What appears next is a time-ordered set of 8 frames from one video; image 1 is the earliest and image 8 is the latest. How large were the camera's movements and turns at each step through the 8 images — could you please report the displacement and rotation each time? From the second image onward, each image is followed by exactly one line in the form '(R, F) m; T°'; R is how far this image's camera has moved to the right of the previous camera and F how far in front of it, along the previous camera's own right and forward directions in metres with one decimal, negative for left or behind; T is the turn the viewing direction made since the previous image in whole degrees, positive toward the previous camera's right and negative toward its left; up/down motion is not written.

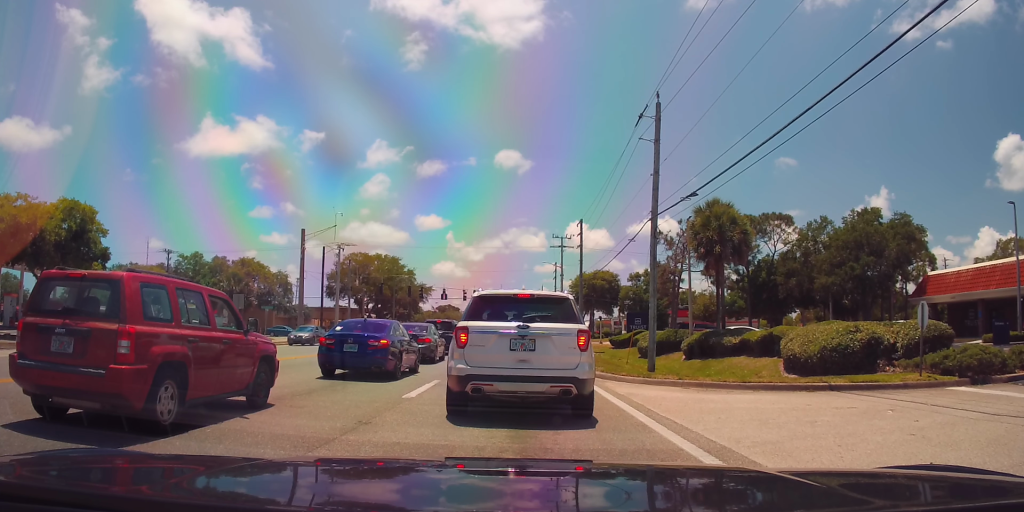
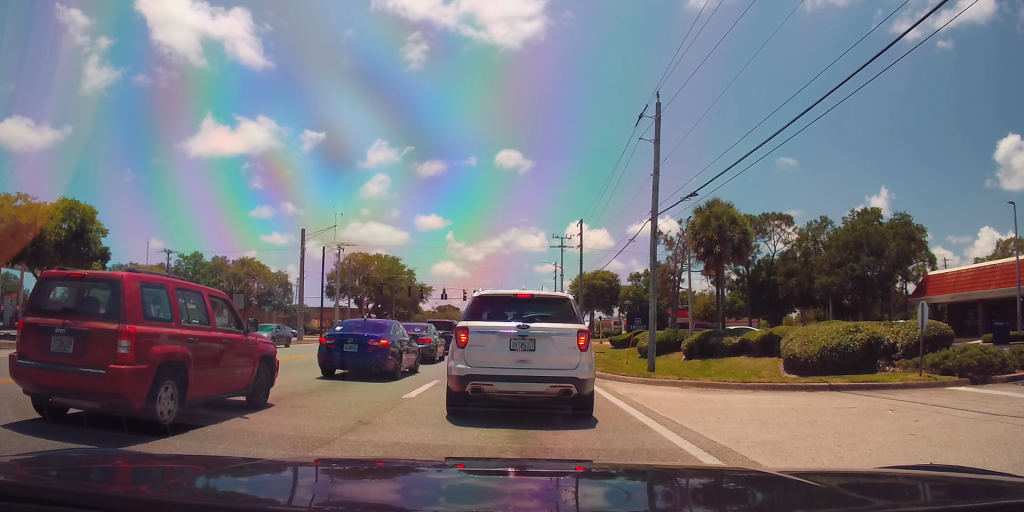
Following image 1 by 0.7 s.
(0.0, 0.0) m; 0°
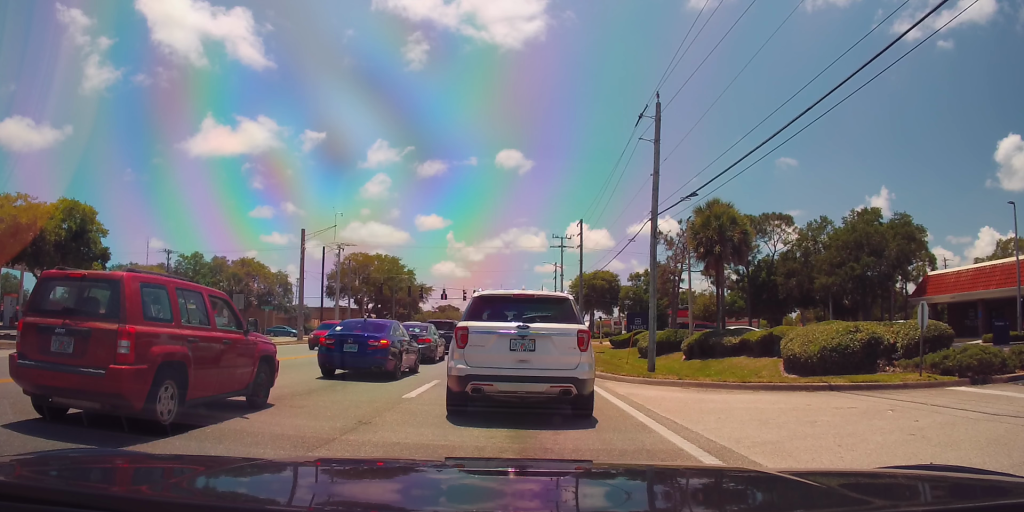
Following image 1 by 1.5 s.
(0.0, 0.0) m; 0°
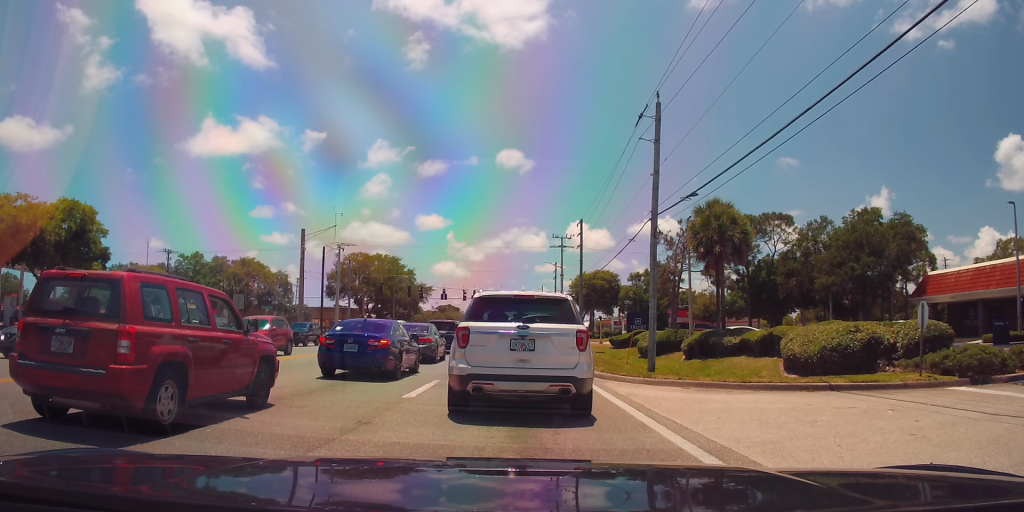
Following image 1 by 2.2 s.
(0.0, 0.0) m; 0°
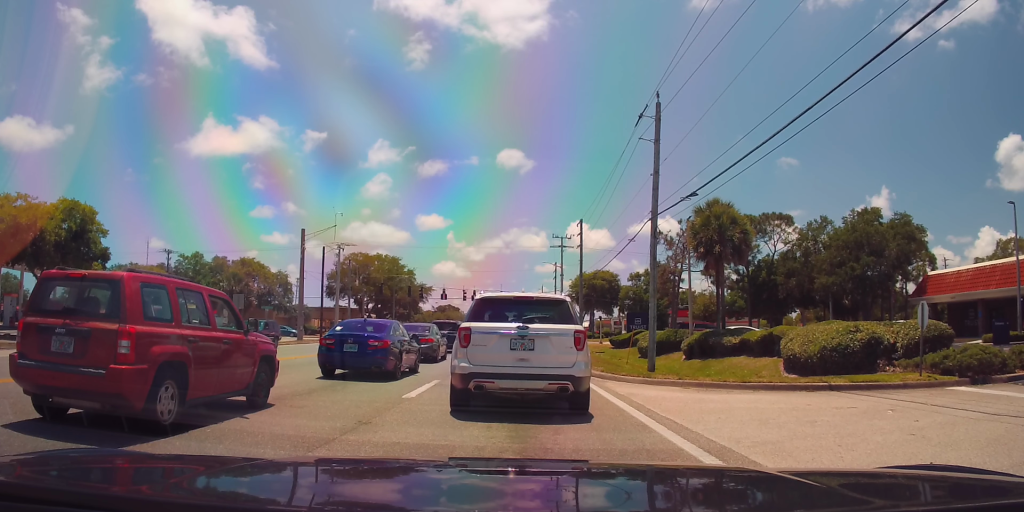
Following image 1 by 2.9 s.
(0.0, 0.0) m; 0°
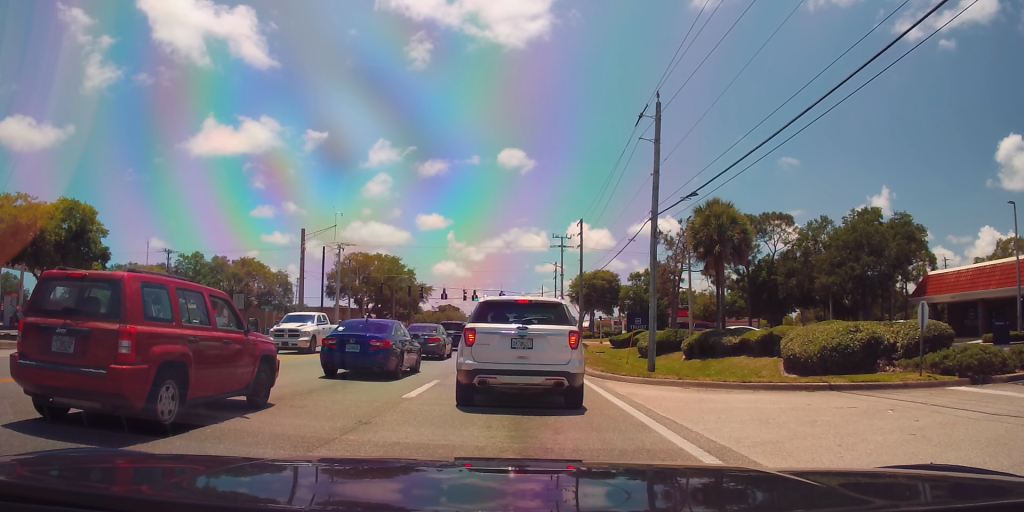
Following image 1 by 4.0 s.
(0.0, 0.0) m; 0°
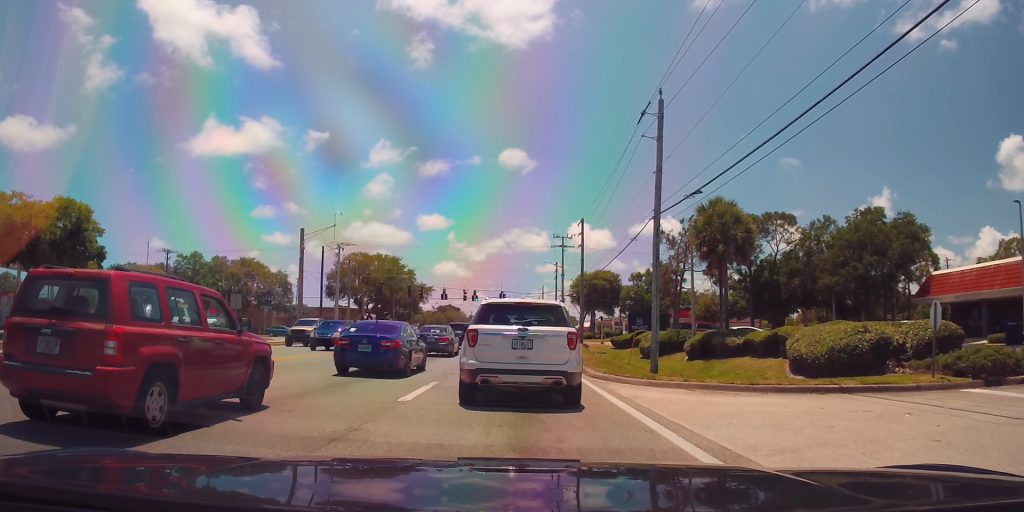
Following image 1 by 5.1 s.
(0.0, 0.0) m; 0°
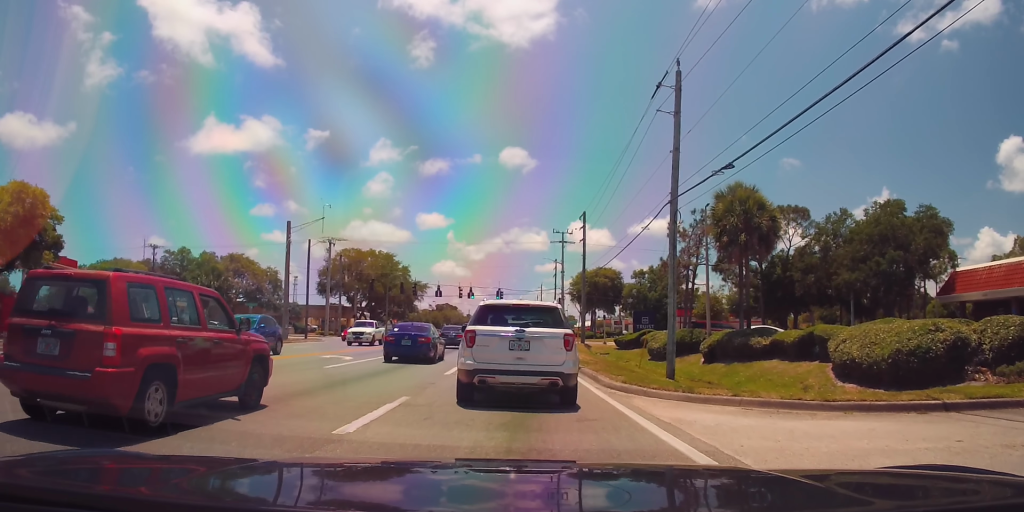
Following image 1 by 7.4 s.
(0.0, +1.6) m; 0°
